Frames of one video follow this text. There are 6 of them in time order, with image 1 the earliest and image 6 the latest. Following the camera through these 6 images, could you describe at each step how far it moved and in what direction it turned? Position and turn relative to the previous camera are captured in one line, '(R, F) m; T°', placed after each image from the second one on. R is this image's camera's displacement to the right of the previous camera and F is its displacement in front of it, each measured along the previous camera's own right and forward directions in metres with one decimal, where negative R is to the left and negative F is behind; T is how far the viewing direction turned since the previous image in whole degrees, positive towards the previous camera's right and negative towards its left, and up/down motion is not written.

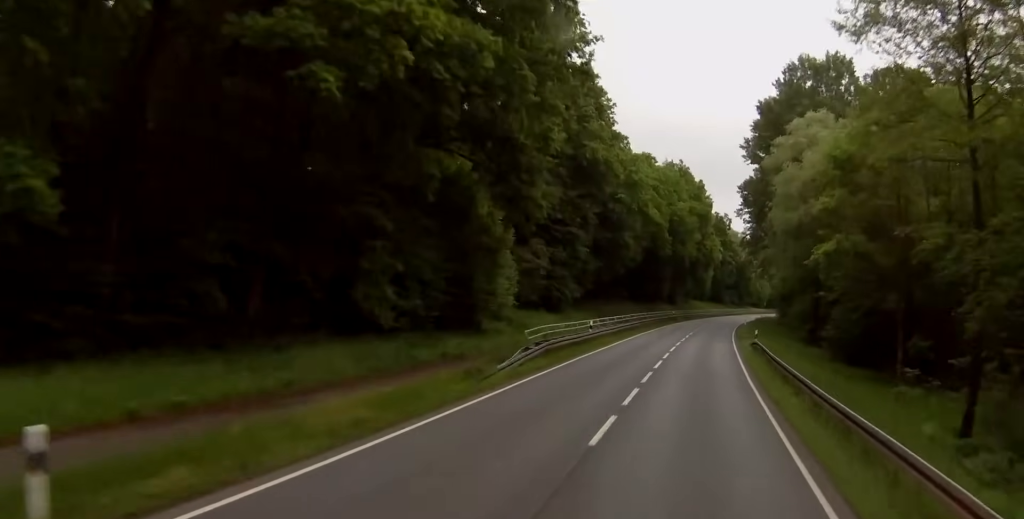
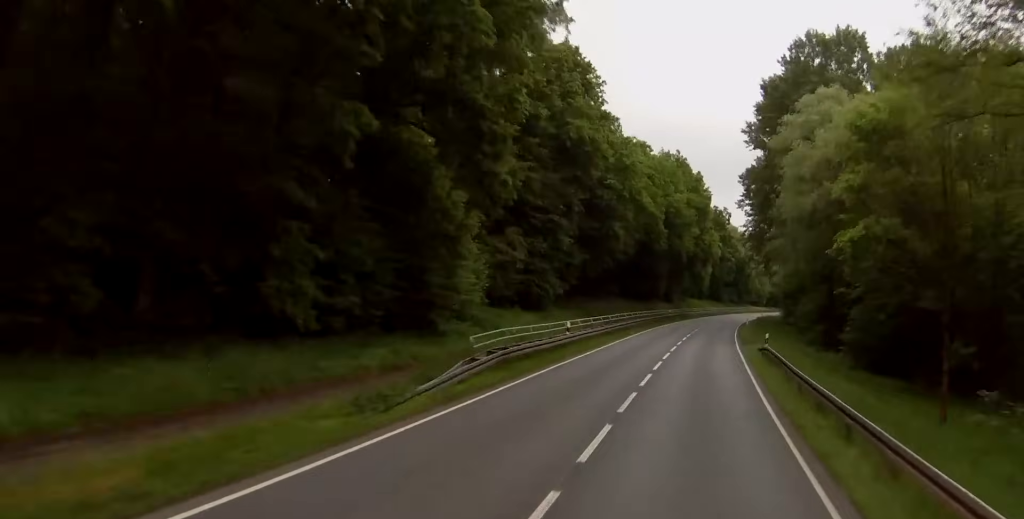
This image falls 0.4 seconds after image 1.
(0.0, +7.8) m; 0°
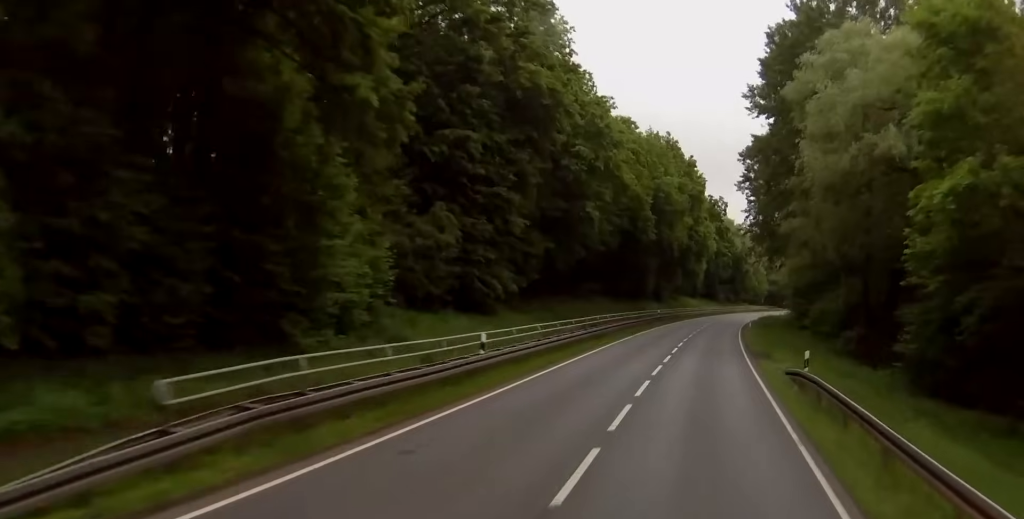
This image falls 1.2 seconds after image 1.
(+0.3, +14.9) m; +1°
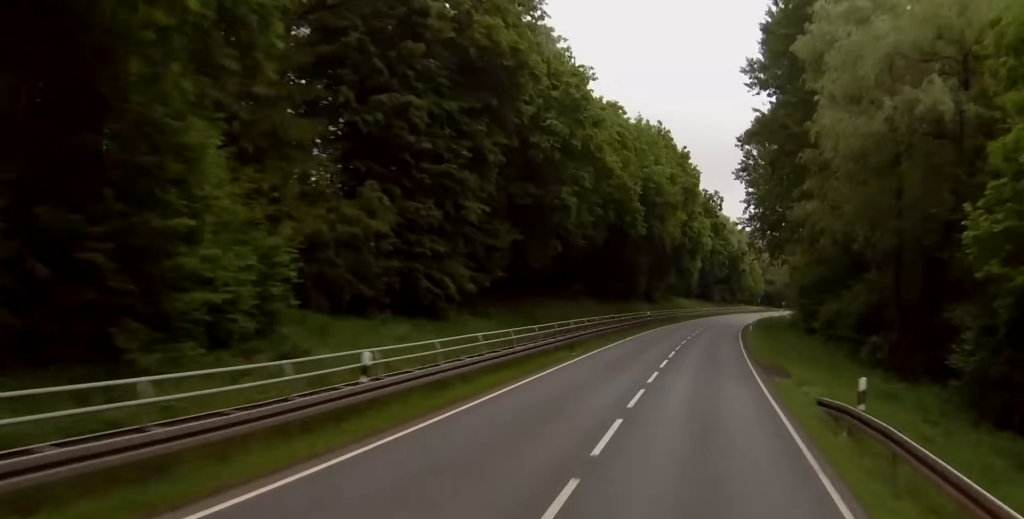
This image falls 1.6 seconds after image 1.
(0.0, +8.5) m; +1°
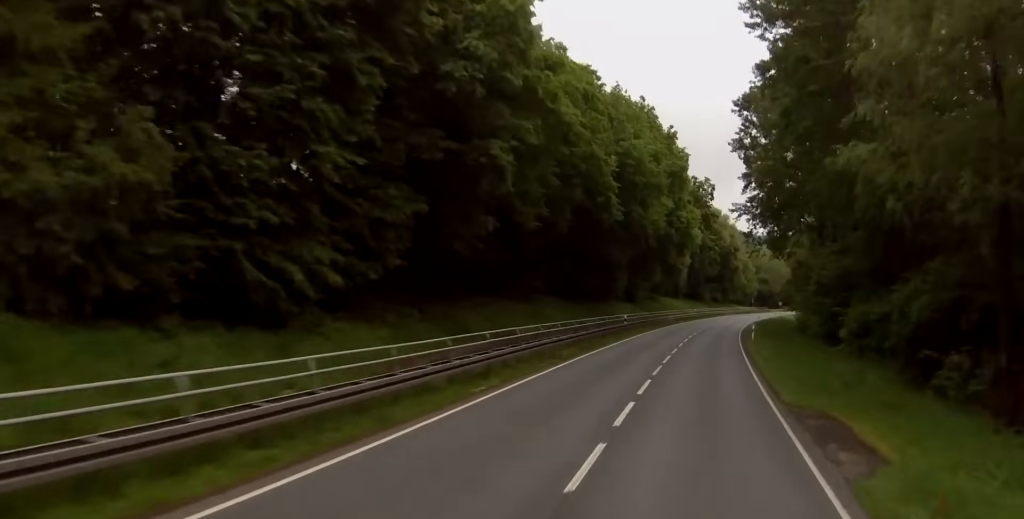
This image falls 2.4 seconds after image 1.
(0.0, +15.1) m; +1°
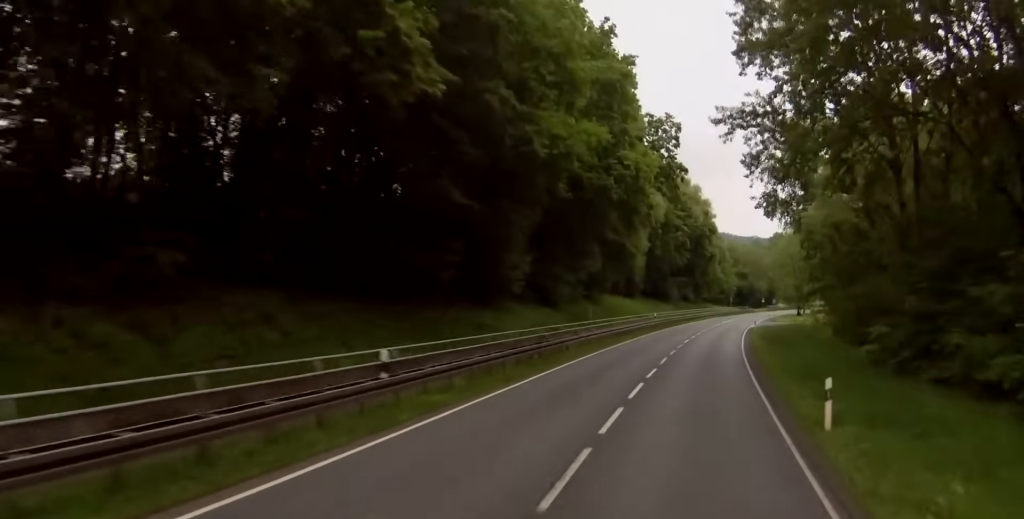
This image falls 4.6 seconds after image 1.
(+1.2, +43.3) m; +3°
